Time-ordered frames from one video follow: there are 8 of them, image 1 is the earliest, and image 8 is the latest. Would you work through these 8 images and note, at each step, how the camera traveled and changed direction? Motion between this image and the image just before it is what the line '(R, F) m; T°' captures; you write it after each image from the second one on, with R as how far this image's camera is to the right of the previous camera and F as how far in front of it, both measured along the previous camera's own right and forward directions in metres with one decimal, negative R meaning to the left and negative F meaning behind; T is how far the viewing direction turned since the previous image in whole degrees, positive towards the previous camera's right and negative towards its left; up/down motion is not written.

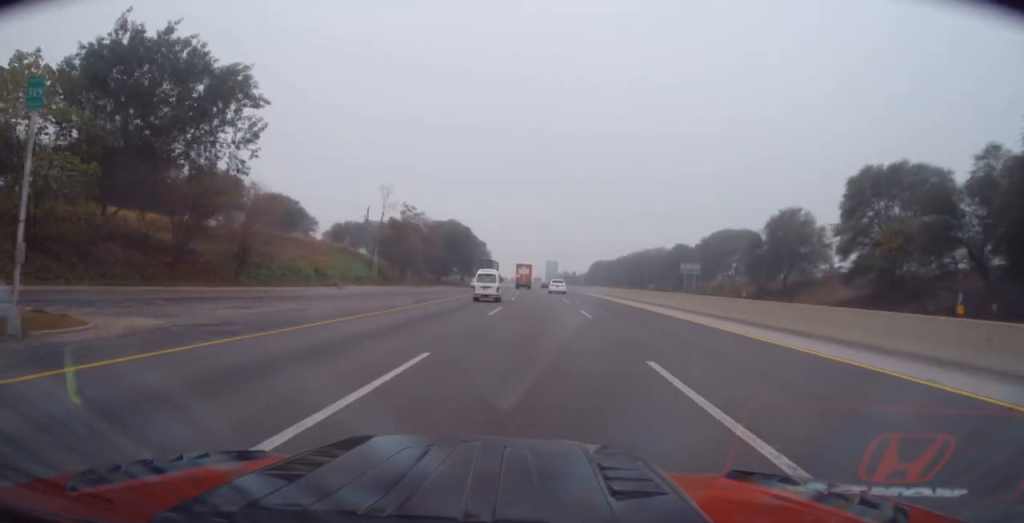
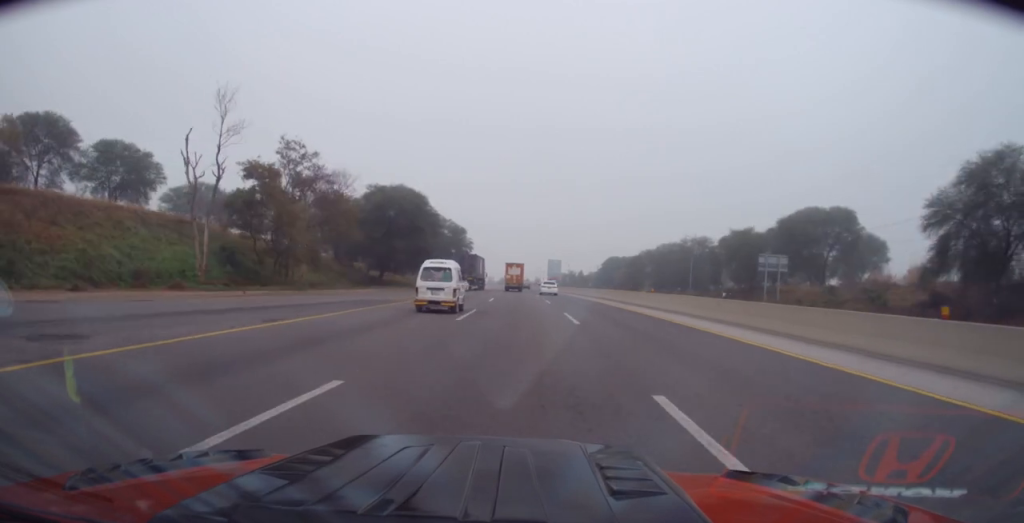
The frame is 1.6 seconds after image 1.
(+0.1, +39.3) m; 0°
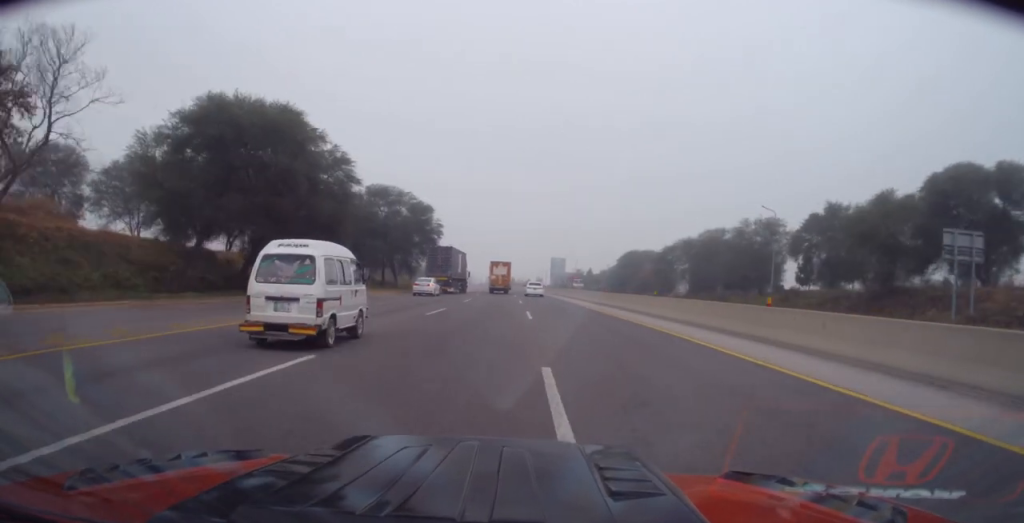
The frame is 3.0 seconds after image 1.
(+0.4, +33.6) m; 0°
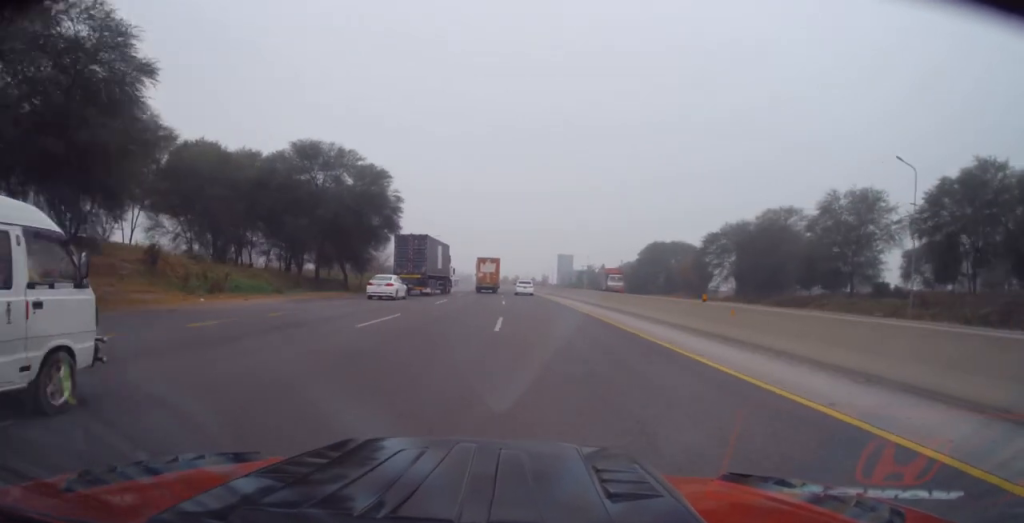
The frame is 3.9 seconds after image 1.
(-0.6, +23.7) m; -2°
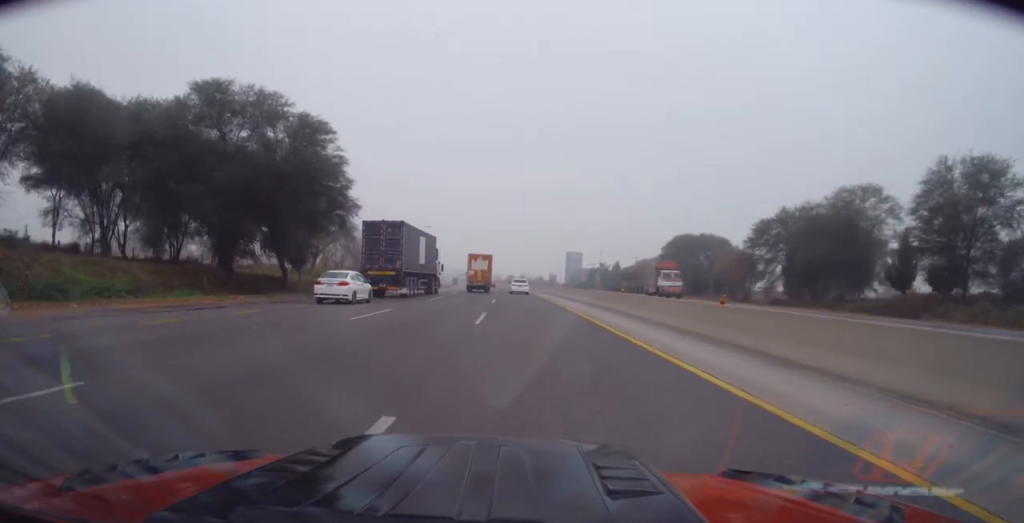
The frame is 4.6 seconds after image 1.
(-0.2, +16.3) m; -1°
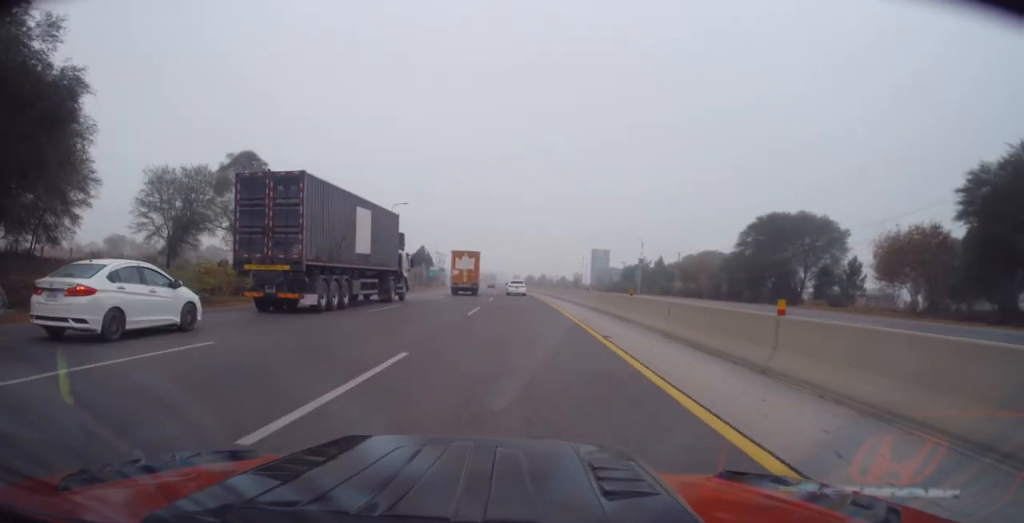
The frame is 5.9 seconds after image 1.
(-0.1, +30.9) m; 0°
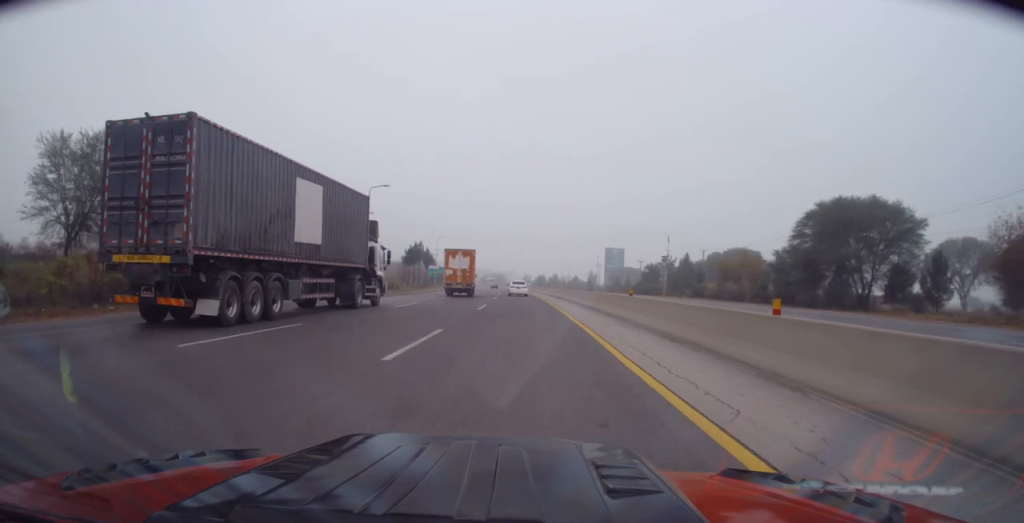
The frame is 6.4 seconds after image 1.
(0.0, +13.0) m; -1°
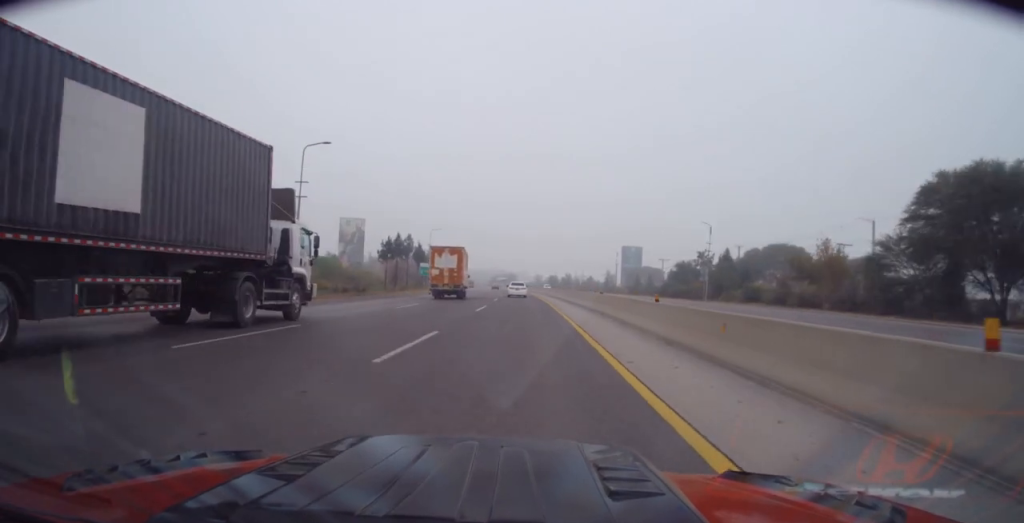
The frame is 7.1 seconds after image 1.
(-0.1, +17.9) m; -2°
